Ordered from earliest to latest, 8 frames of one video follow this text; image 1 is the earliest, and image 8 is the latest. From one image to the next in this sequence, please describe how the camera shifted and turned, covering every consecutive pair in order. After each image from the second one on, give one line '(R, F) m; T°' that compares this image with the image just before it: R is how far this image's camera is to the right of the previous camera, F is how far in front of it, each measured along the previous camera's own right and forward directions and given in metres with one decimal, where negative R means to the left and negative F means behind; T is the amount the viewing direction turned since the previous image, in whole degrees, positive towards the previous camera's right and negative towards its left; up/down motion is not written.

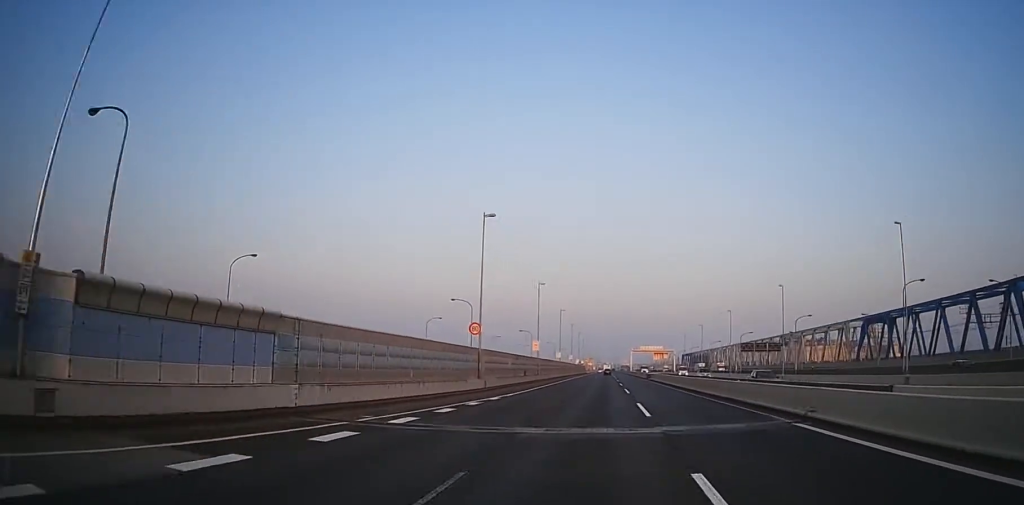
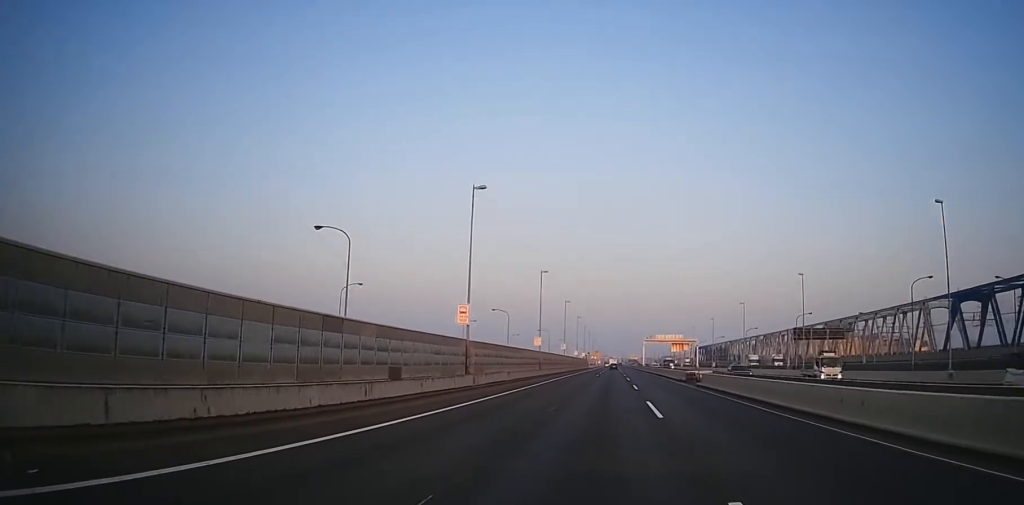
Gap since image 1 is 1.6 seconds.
(+0.7, +42.7) m; 0°
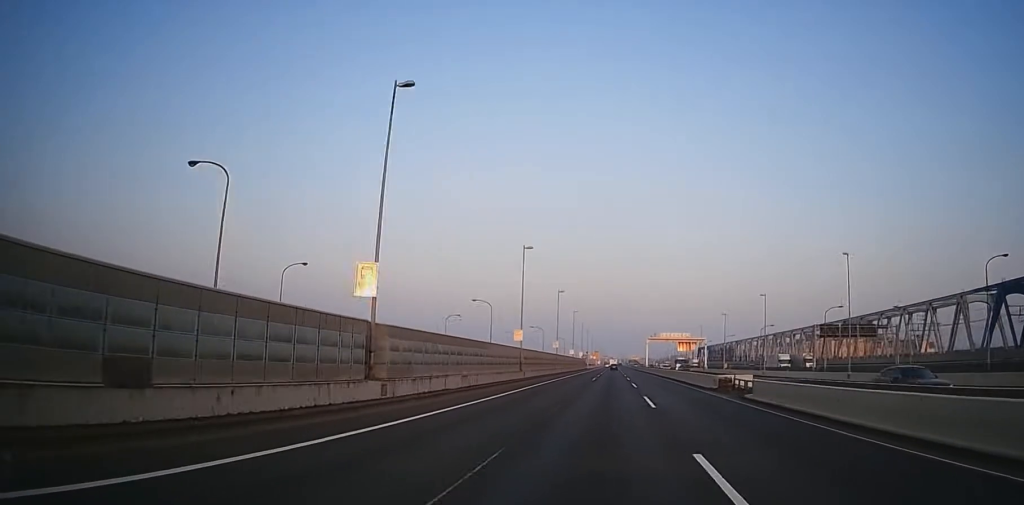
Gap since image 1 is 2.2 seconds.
(-1.0, +15.5) m; 0°
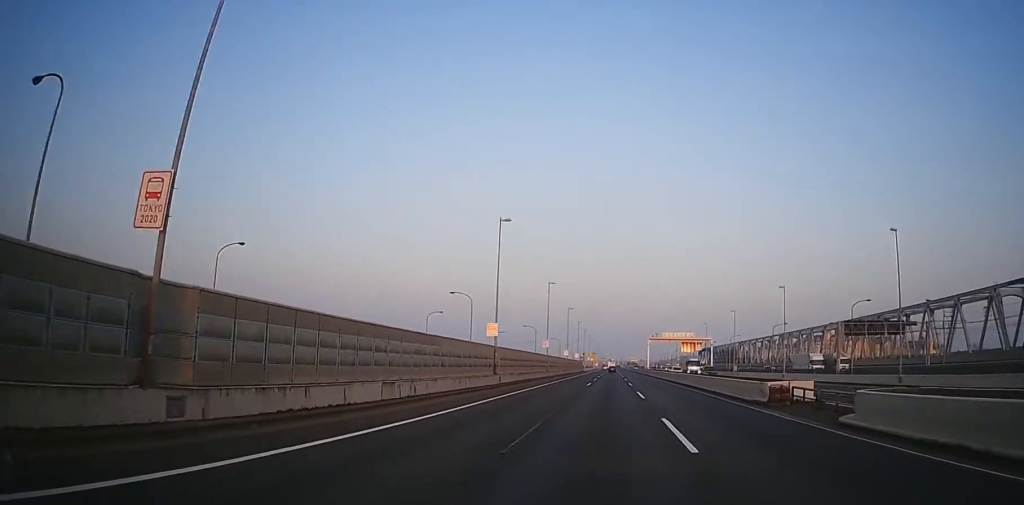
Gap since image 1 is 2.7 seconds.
(+0.9, +12.4) m; 0°
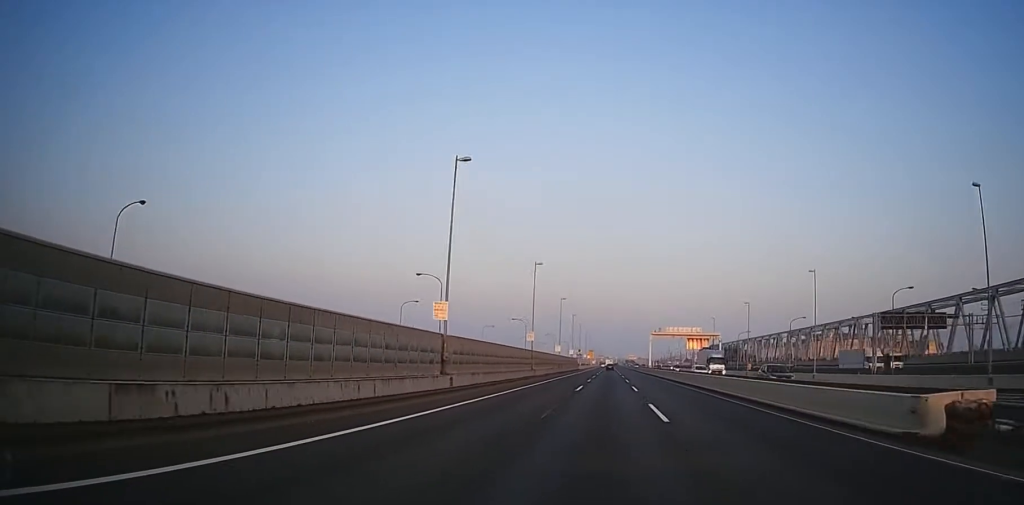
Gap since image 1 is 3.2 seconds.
(+0.8, +13.4) m; 0°
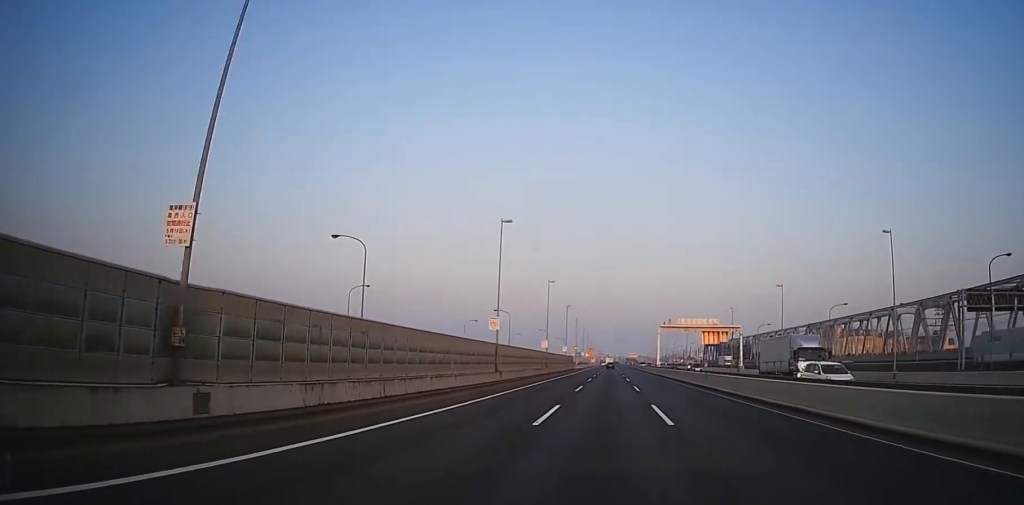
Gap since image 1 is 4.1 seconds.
(-1.2, +21.8) m; -3°
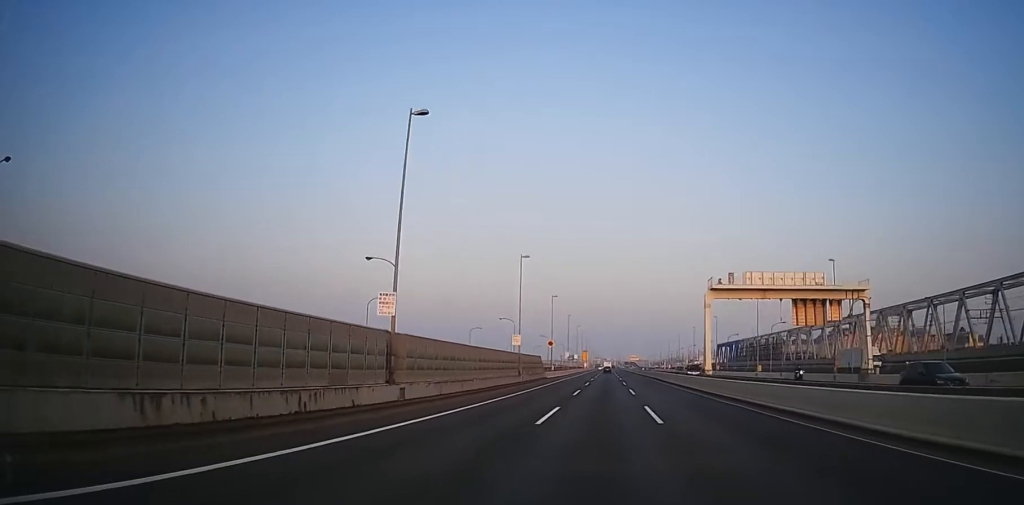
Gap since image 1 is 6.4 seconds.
(+2.4, +58.9) m; +3°
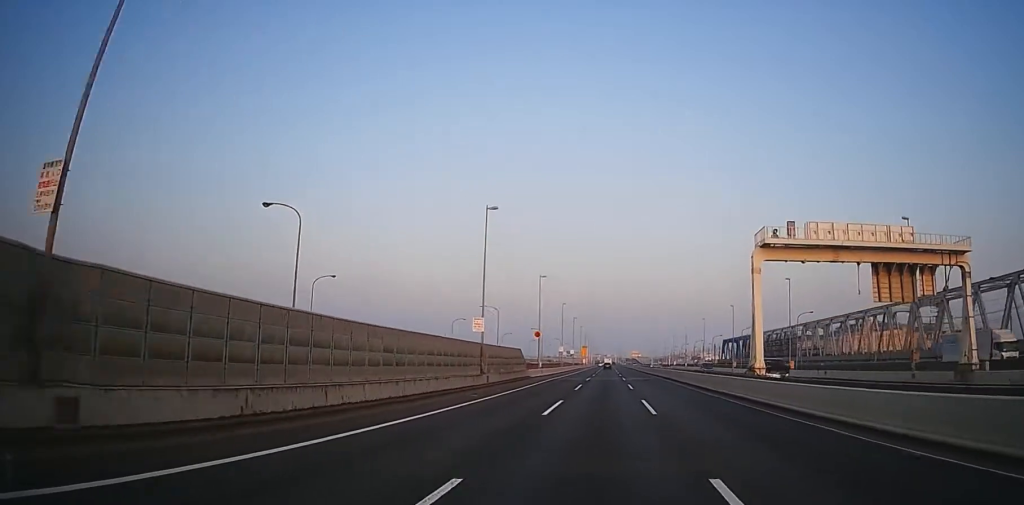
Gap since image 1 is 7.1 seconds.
(-0.8, +18.3) m; -2°
